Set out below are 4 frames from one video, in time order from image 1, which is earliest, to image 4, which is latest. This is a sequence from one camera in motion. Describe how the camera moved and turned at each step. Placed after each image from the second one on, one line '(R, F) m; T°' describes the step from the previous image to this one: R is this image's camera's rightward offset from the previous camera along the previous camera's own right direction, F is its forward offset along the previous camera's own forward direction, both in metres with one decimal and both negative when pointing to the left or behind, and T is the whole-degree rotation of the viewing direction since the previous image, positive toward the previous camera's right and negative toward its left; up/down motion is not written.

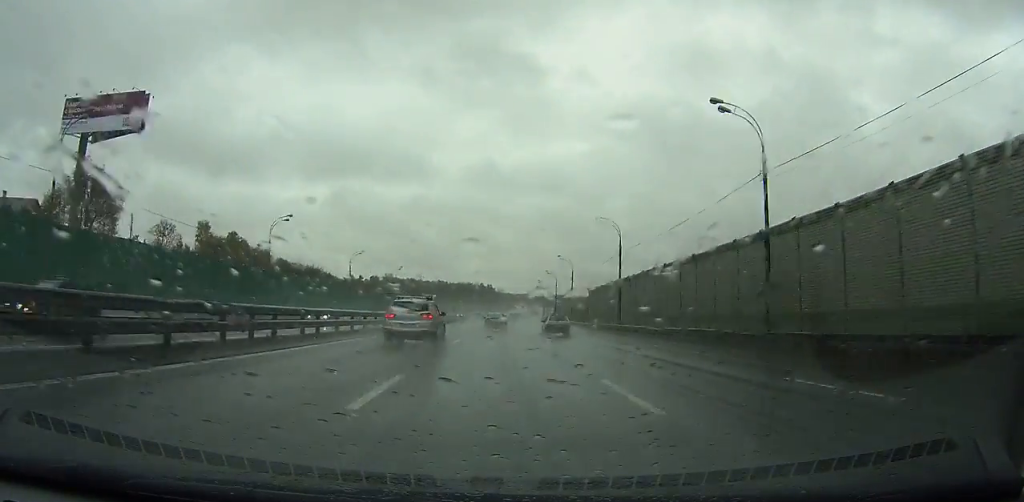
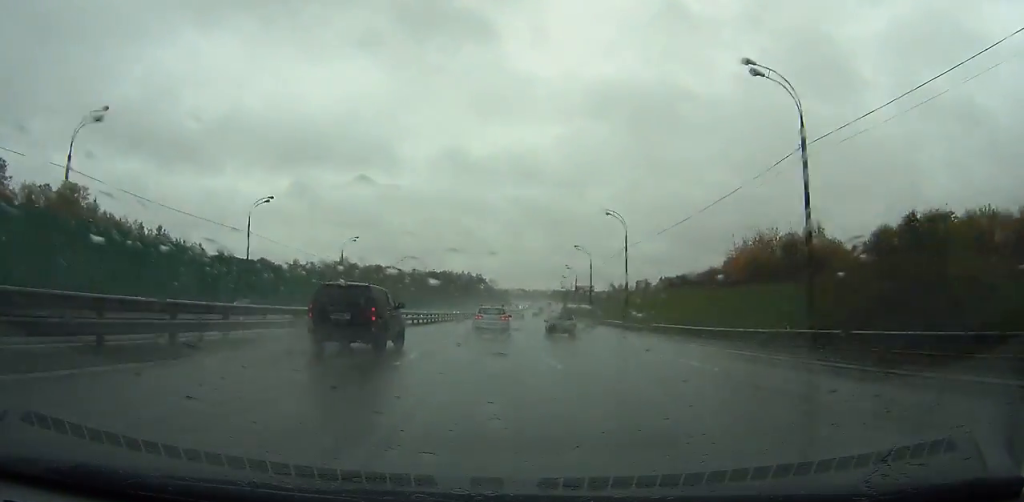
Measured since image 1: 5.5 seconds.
(+0.5, +124.7) m; +1°
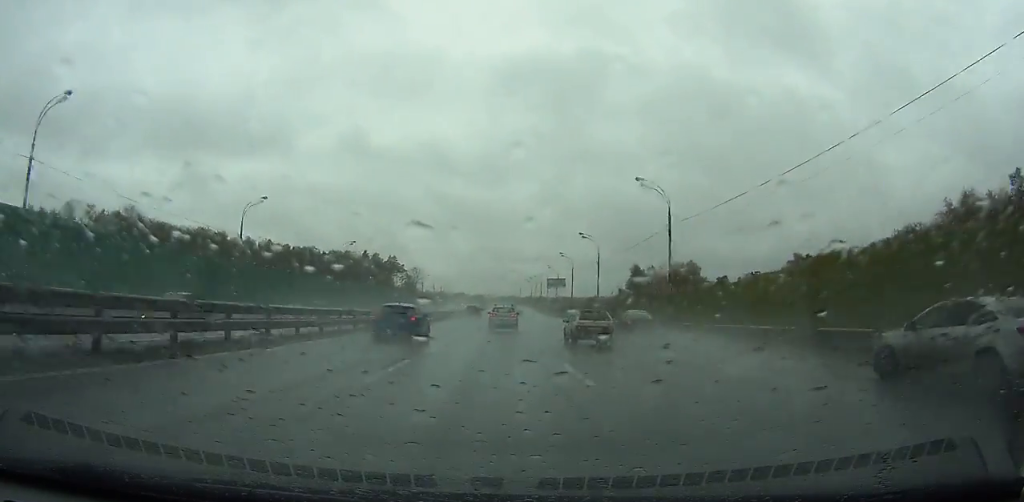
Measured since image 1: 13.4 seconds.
(+6.4, +177.2) m; +4°
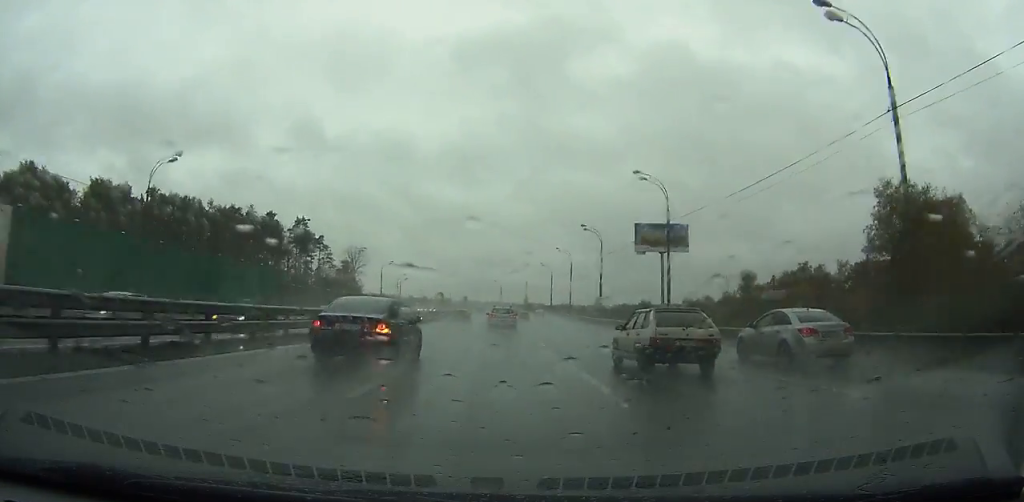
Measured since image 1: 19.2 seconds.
(+2.2, +124.4) m; +1°
